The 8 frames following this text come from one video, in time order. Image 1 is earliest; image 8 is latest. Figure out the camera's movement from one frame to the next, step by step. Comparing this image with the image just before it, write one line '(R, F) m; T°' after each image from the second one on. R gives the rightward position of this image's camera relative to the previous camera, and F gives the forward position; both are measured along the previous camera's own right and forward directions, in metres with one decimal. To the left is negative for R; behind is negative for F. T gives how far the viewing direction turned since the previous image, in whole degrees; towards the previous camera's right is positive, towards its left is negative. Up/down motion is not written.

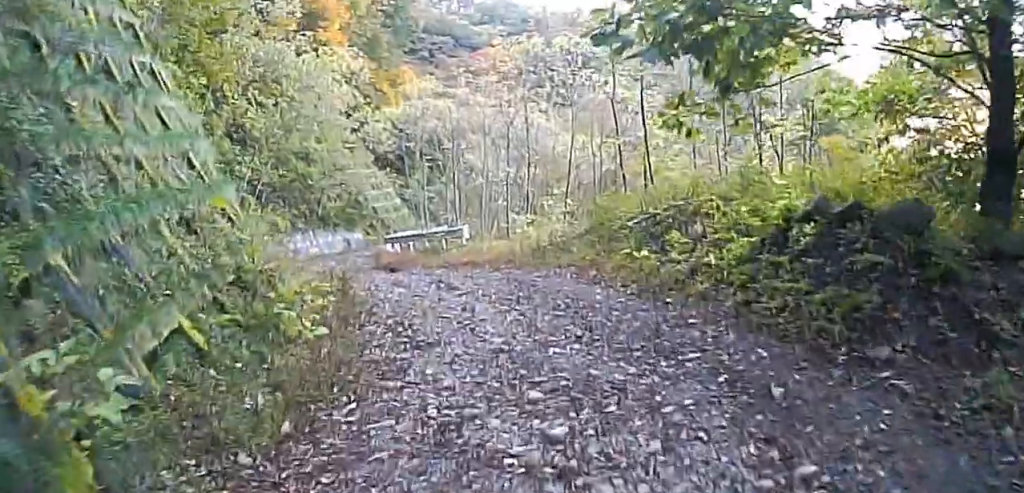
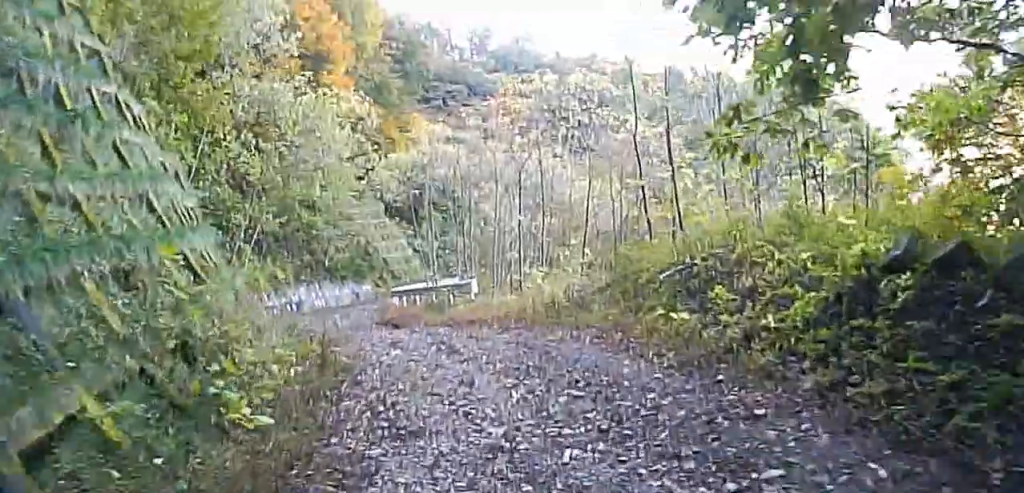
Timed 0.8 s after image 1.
(+0.3, +1.9) m; -9°
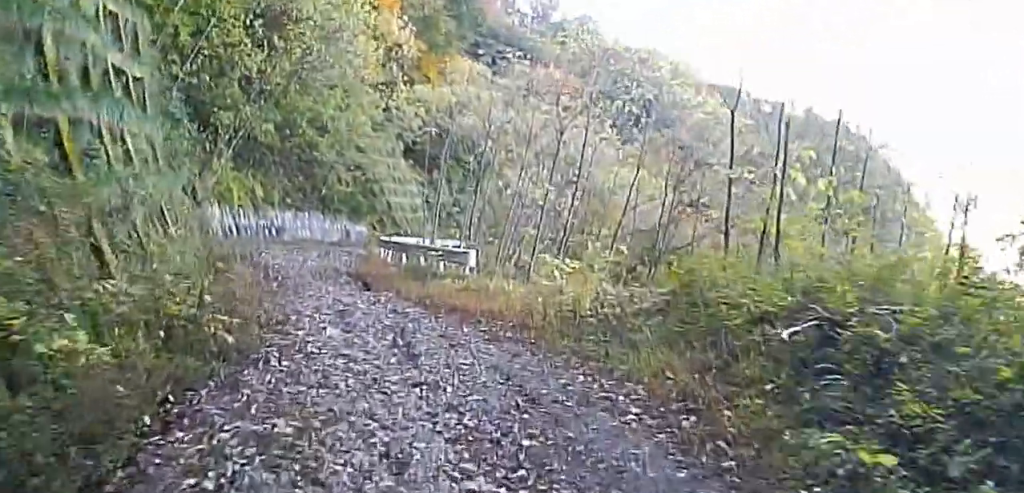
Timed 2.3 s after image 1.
(-0.8, +5.0) m; +5°
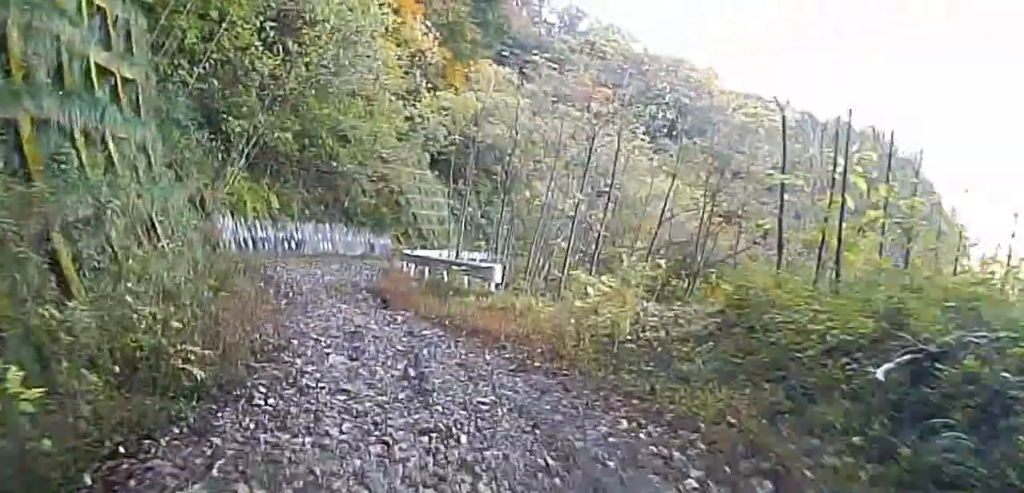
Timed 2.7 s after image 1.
(0.0, +1.4) m; +7°
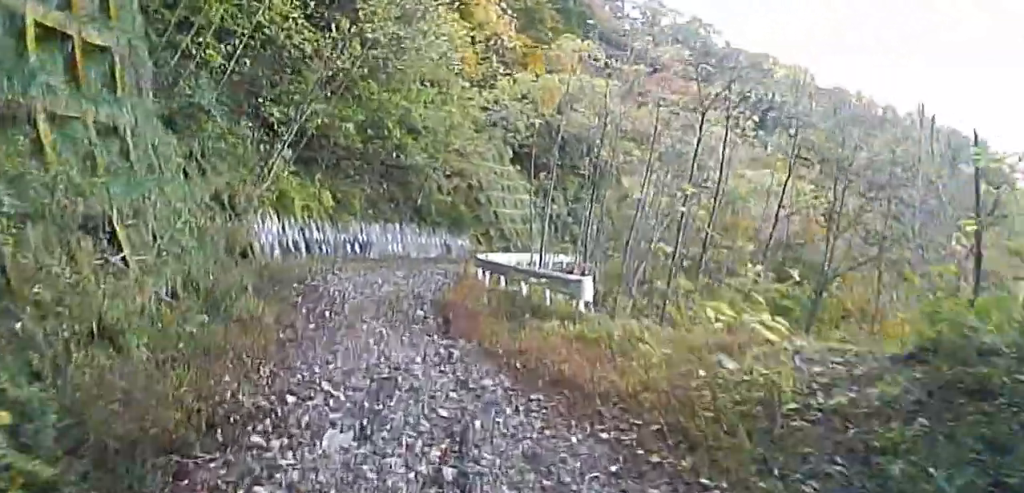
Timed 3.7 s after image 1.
(+0.5, +3.5) m; 0°
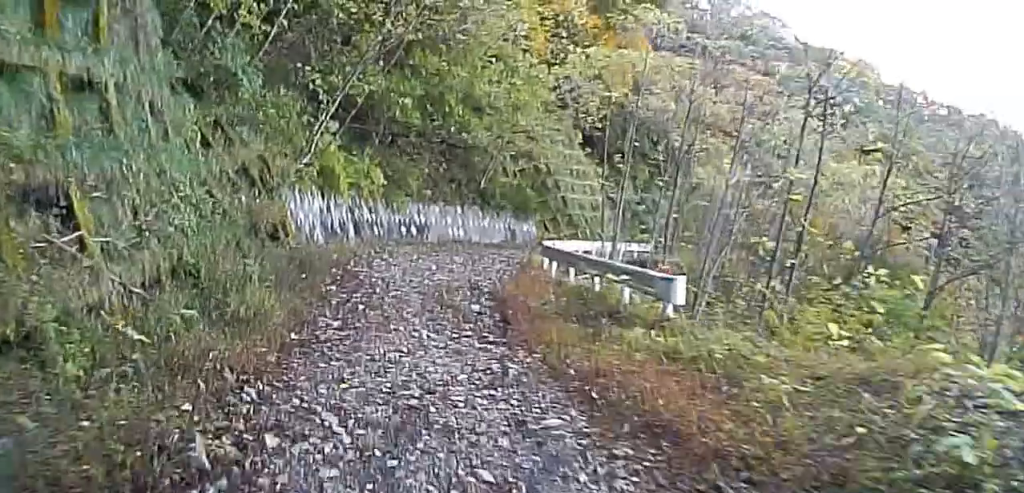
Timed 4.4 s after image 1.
(-0.2, +2.2) m; -13°
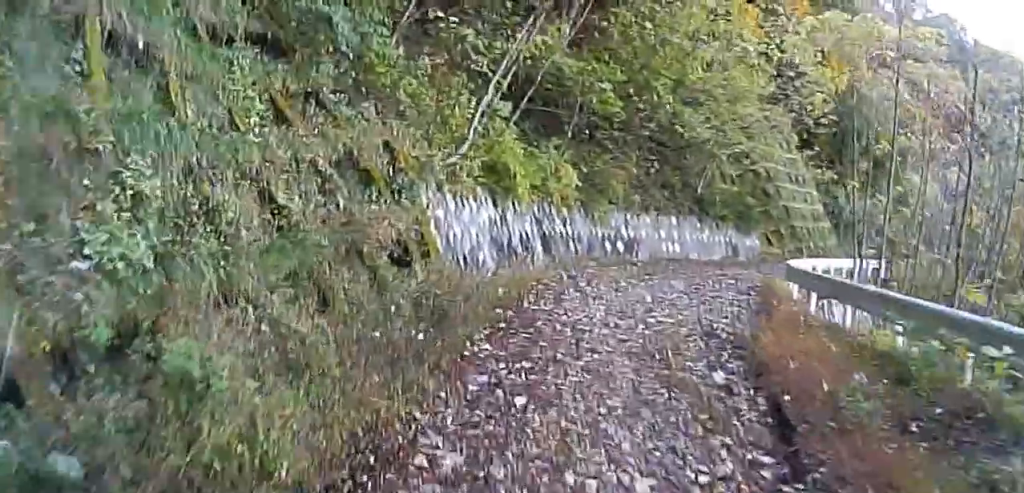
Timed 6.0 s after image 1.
(-1.0, +5.2) m; -9°
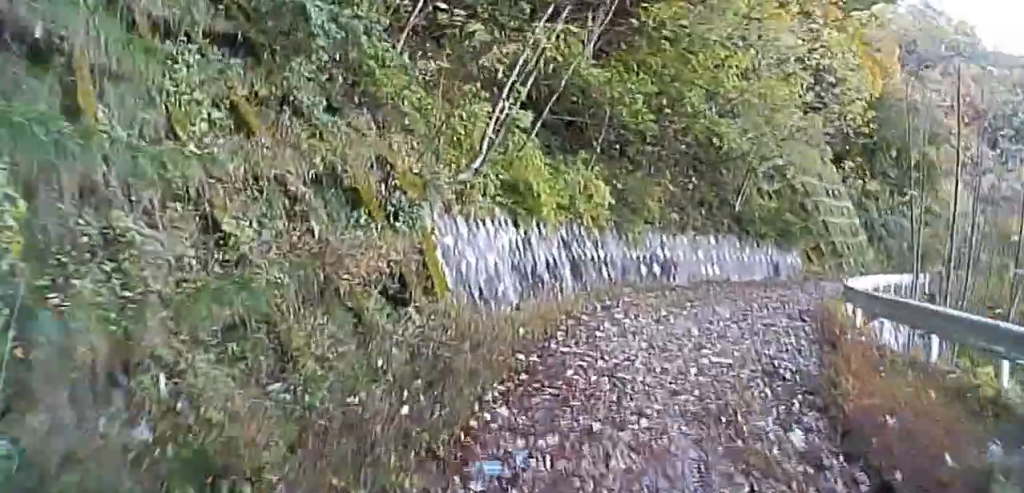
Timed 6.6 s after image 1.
(+0.1, +1.8) m; +6°
